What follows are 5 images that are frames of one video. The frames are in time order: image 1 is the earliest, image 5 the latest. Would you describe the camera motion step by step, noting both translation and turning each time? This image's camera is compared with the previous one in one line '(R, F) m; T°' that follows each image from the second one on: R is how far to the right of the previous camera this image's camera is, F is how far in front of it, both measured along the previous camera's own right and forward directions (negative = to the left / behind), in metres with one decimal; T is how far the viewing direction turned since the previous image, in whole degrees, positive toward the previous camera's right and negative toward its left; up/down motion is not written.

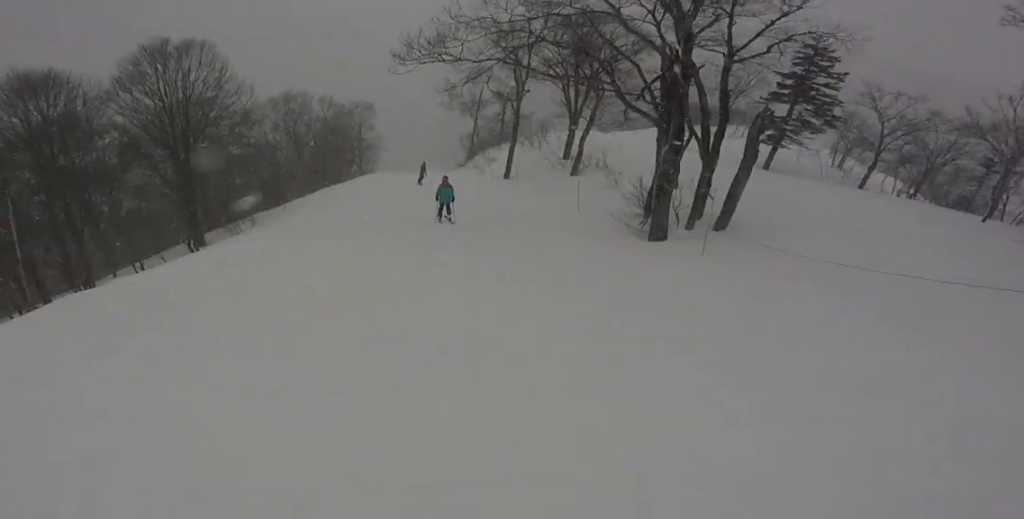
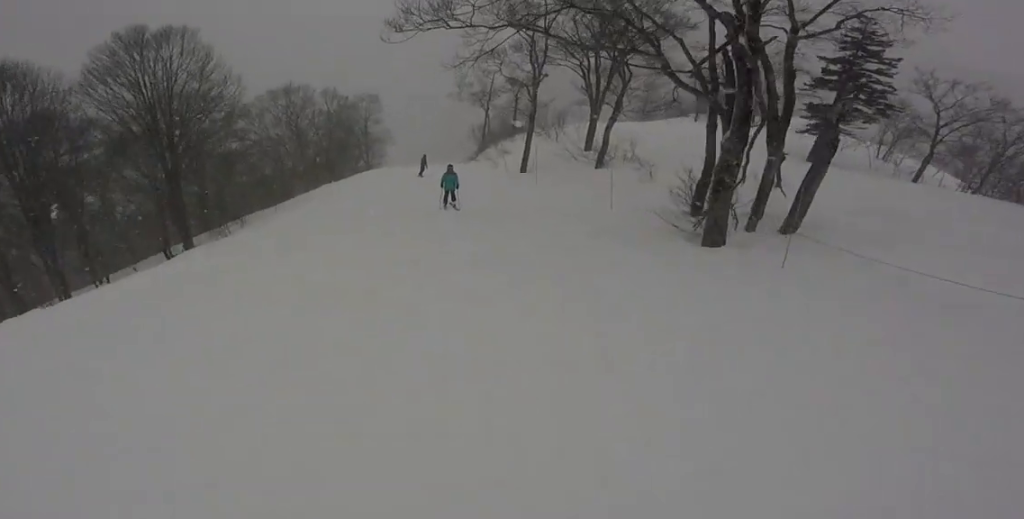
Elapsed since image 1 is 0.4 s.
(+0.2, +2.2) m; 0°
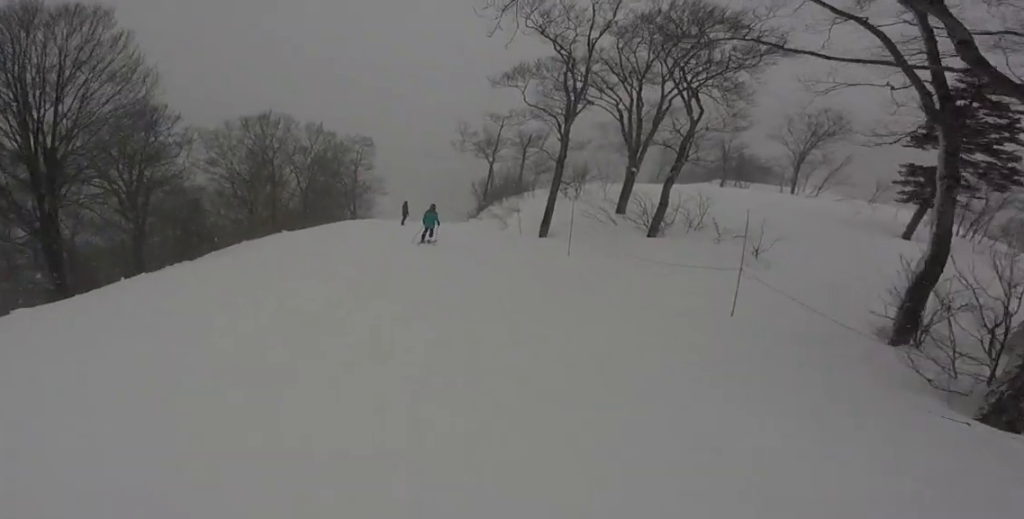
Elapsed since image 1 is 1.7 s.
(0.0, +6.8) m; -5°
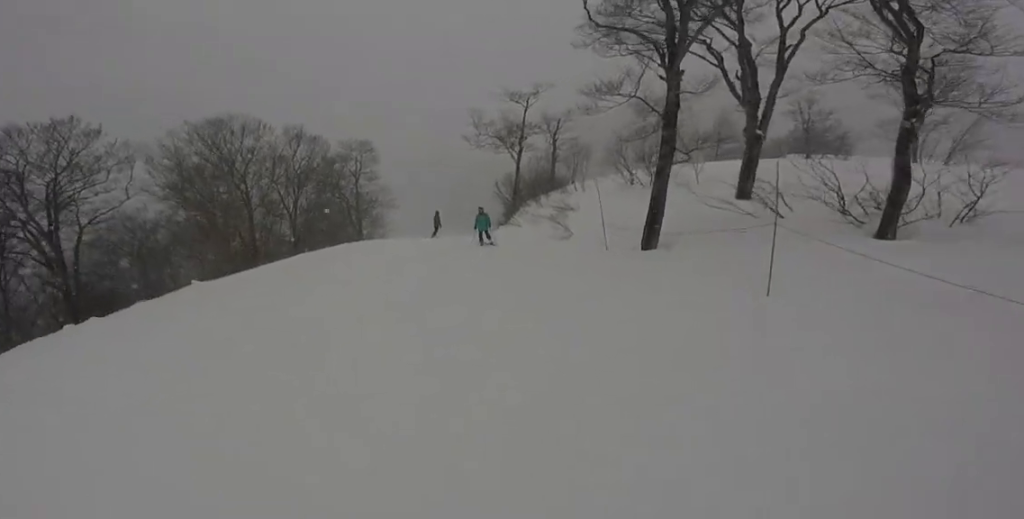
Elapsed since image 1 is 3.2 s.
(-0.4, +8.7) m; -3°
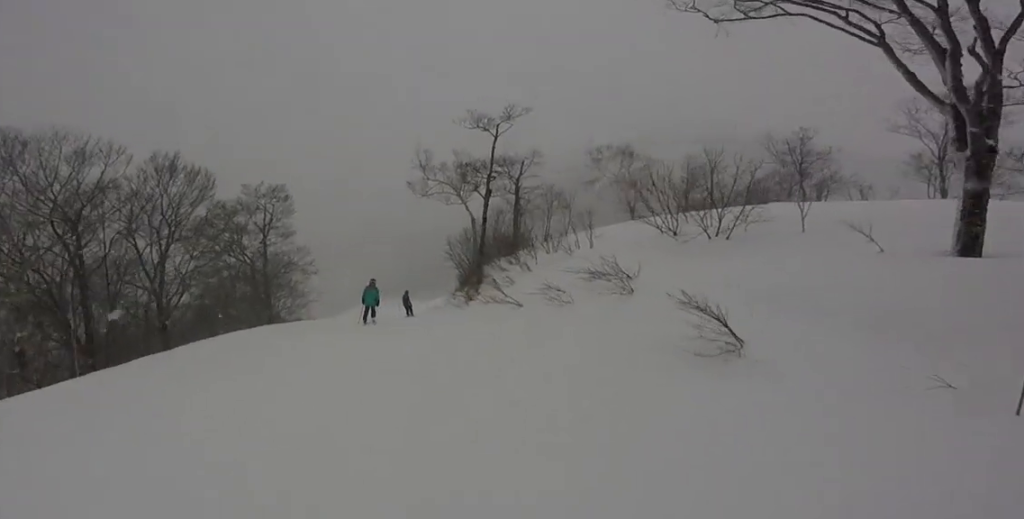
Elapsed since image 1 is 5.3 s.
(0.0, +11.8) m; 0°
